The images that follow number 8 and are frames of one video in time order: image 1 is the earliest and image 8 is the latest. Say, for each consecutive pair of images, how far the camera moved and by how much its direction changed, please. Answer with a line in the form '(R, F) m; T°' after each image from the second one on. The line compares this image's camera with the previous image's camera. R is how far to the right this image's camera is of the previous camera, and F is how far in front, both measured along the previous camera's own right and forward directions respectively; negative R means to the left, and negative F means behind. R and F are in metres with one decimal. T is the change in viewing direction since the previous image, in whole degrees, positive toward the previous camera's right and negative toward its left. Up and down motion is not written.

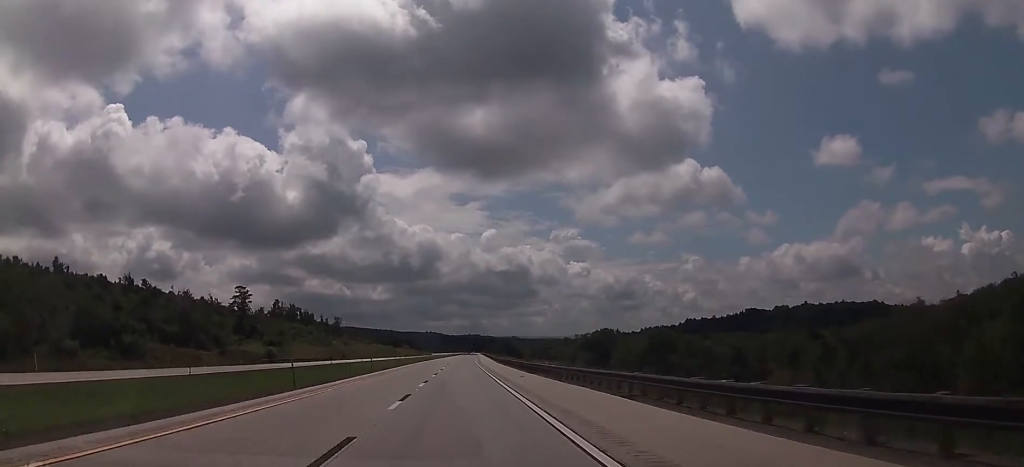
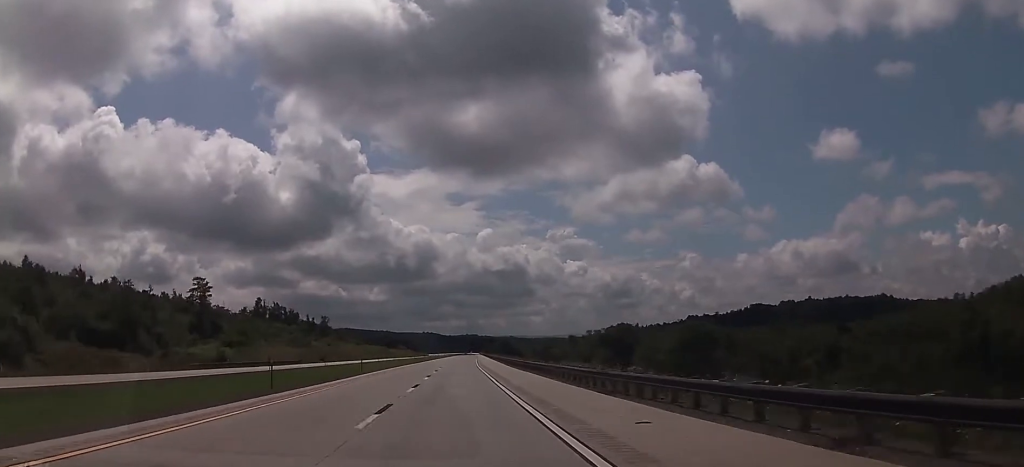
(-0.5, +28.8) m; -1°
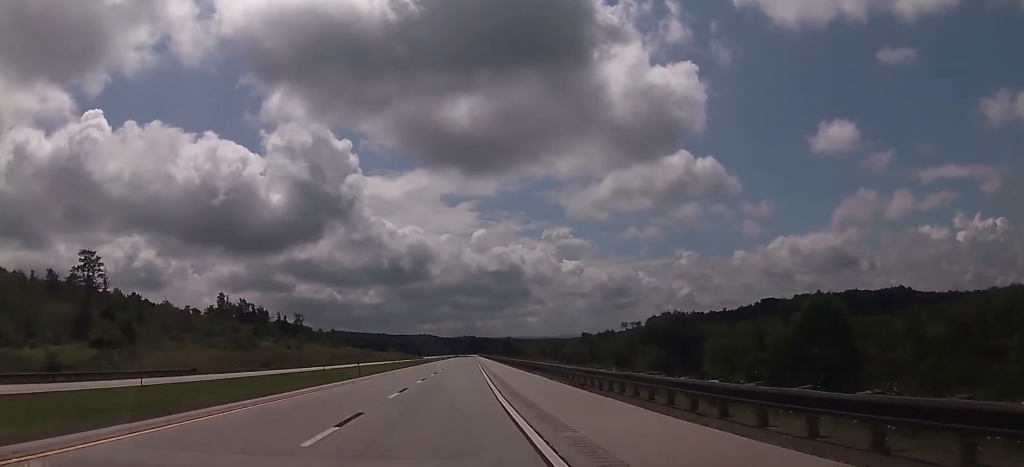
(+0.1, +51.0) m; +1°
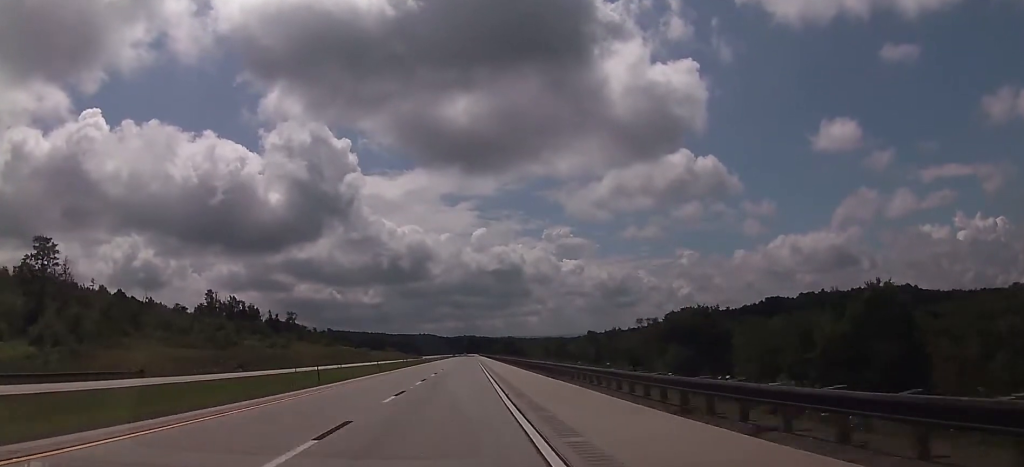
(-0.1, +14.4) m; 0°
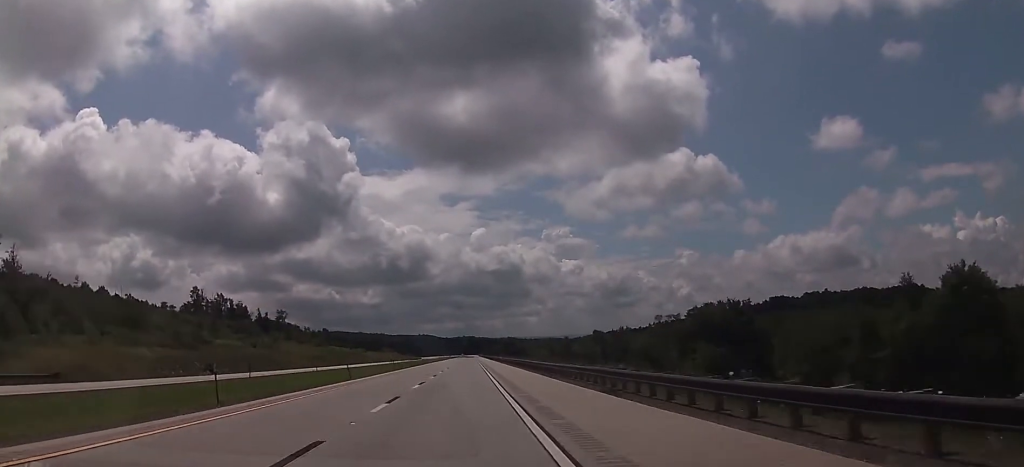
(-0.1, +15.5) m; 0°
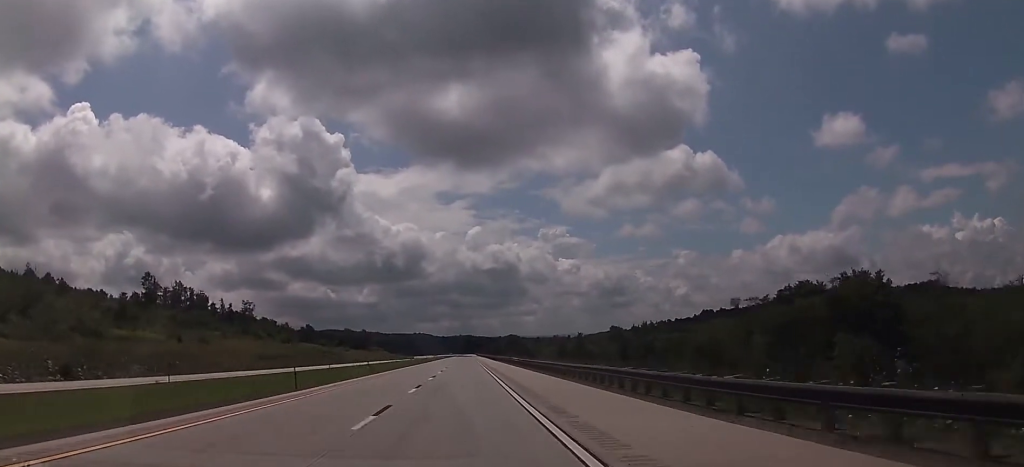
(-0.1, +40.9) m; 0°
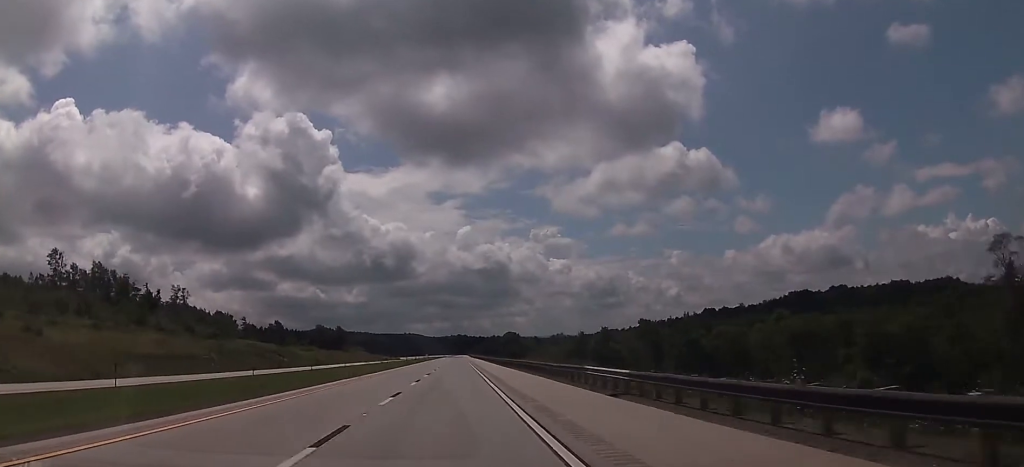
(+0.4, +54.0) m; +1°
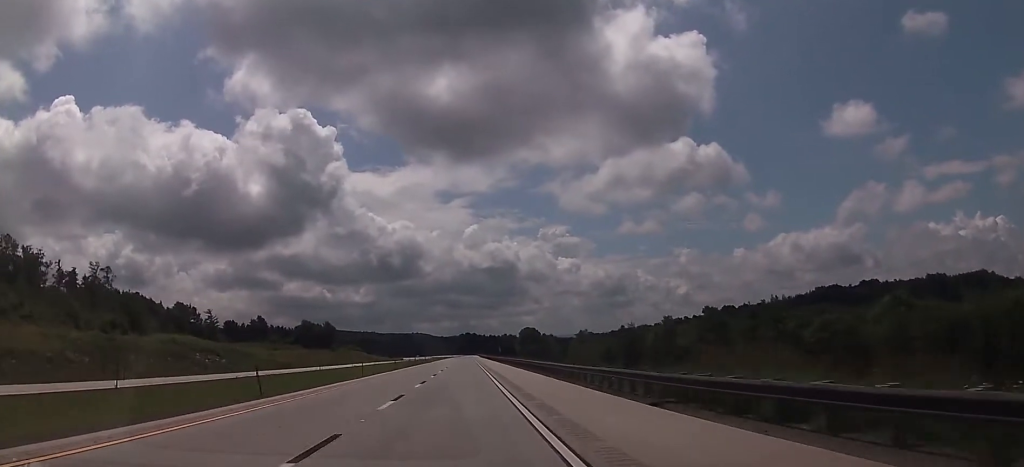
(+0.2, +49.7) m; 0°
